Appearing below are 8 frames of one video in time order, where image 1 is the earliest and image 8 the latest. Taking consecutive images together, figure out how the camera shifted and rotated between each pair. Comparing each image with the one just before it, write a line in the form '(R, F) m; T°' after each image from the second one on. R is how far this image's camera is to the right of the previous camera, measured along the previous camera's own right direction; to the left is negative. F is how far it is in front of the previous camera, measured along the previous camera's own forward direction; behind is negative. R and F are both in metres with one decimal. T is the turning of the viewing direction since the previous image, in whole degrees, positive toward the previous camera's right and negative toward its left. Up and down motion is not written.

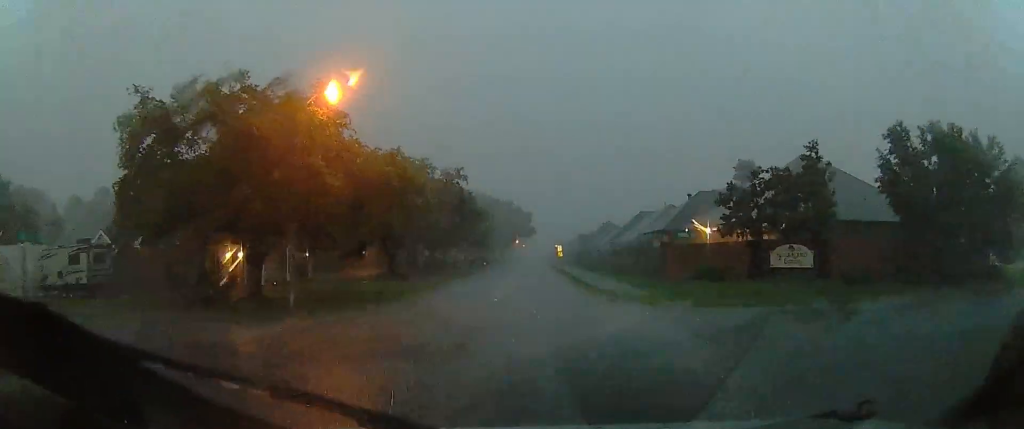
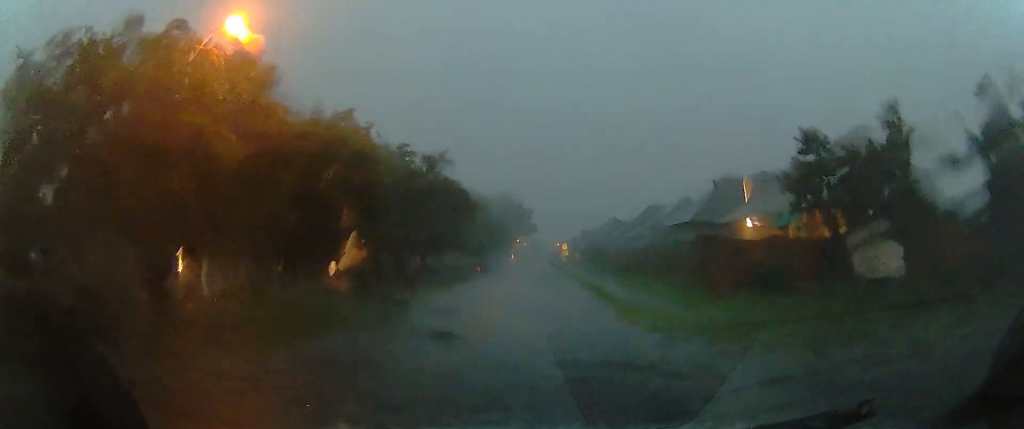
(0.0, +7.5) m; 0°
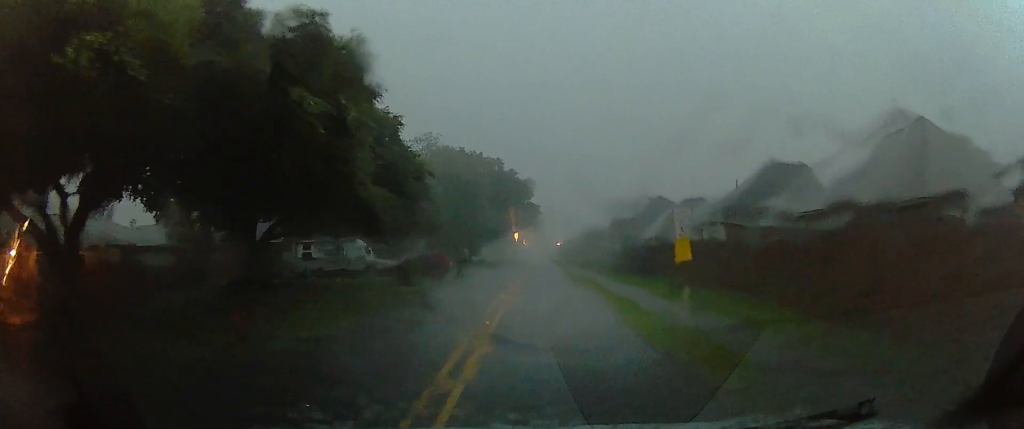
(0.0, +42.2) m; 0°
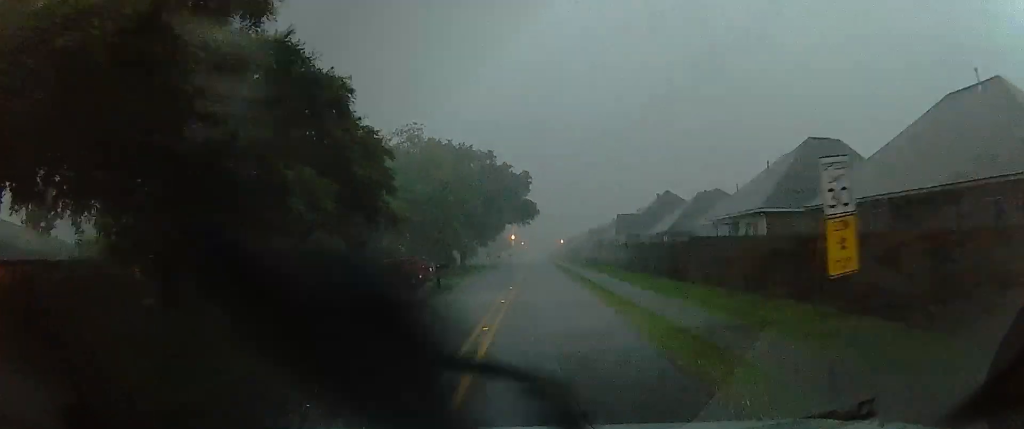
(0.0, +6.7) m; 0°
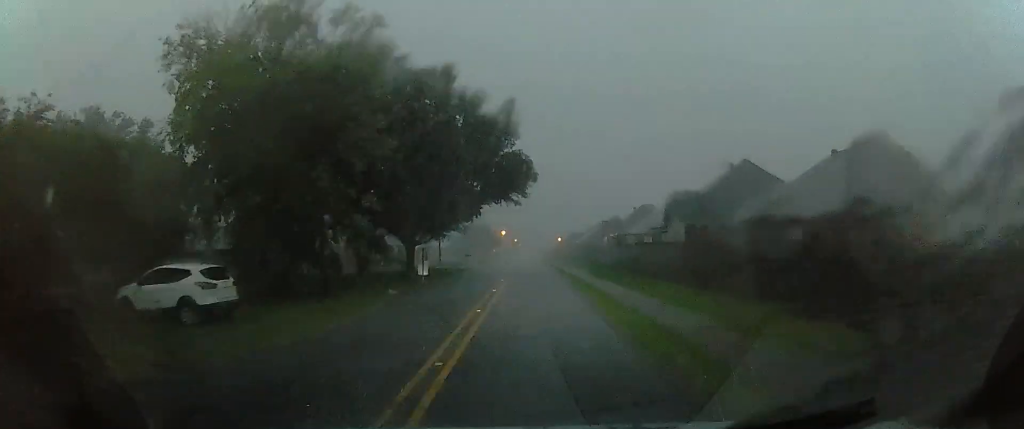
(0.0, +28.2) m; 0°
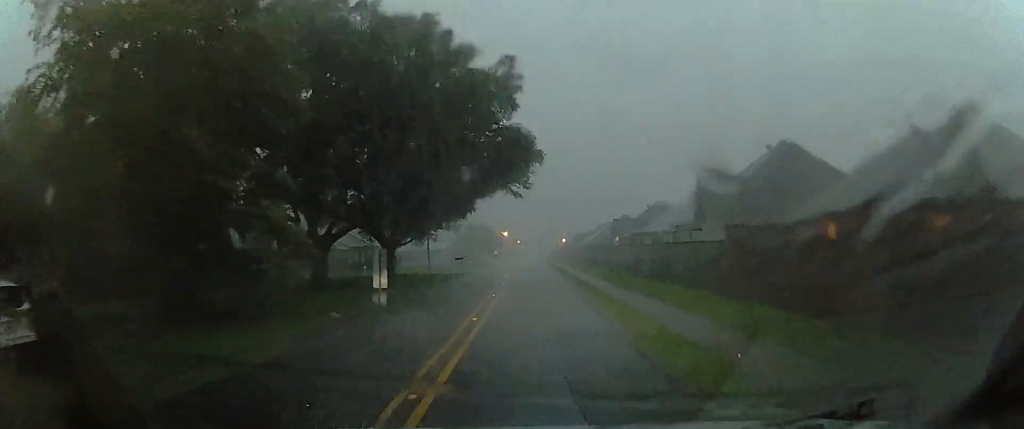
(0.0, +7.9) m; 0°
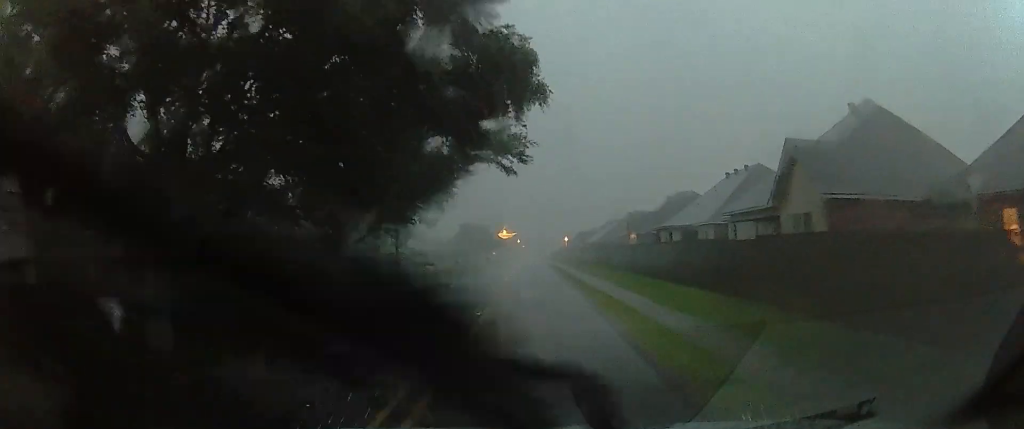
(0.0, +11.2) m; 0°
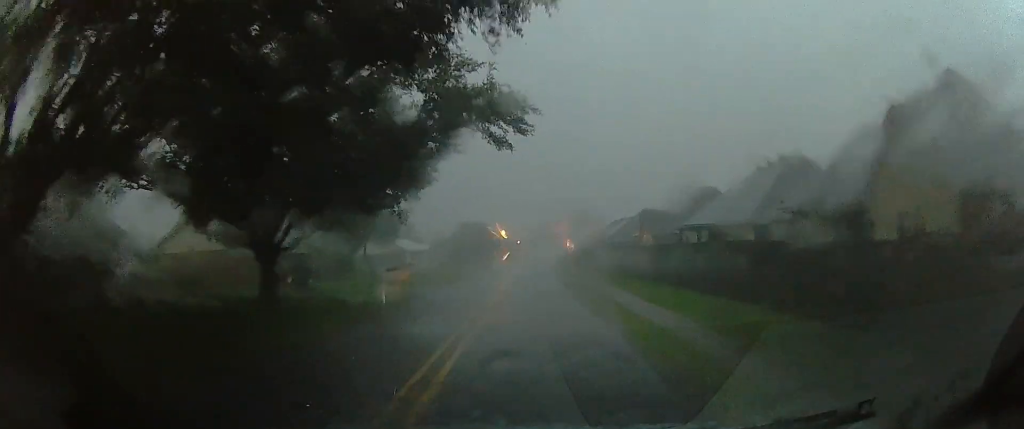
(0.0, +7.5) m; 0°
